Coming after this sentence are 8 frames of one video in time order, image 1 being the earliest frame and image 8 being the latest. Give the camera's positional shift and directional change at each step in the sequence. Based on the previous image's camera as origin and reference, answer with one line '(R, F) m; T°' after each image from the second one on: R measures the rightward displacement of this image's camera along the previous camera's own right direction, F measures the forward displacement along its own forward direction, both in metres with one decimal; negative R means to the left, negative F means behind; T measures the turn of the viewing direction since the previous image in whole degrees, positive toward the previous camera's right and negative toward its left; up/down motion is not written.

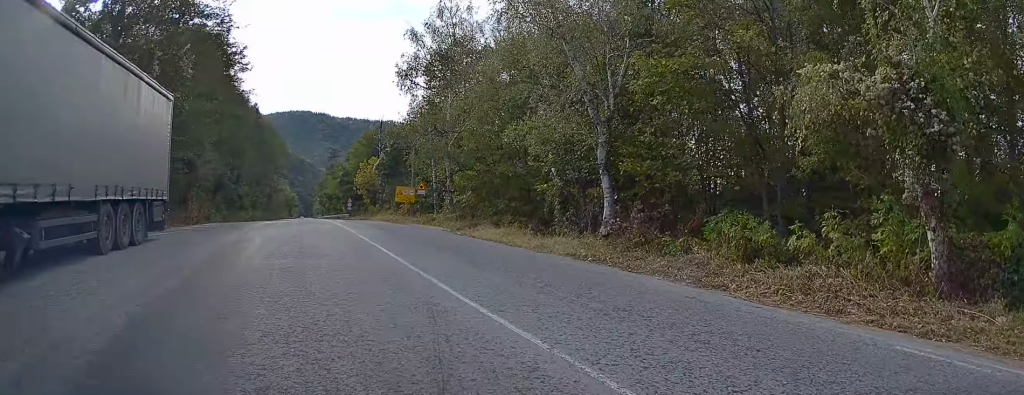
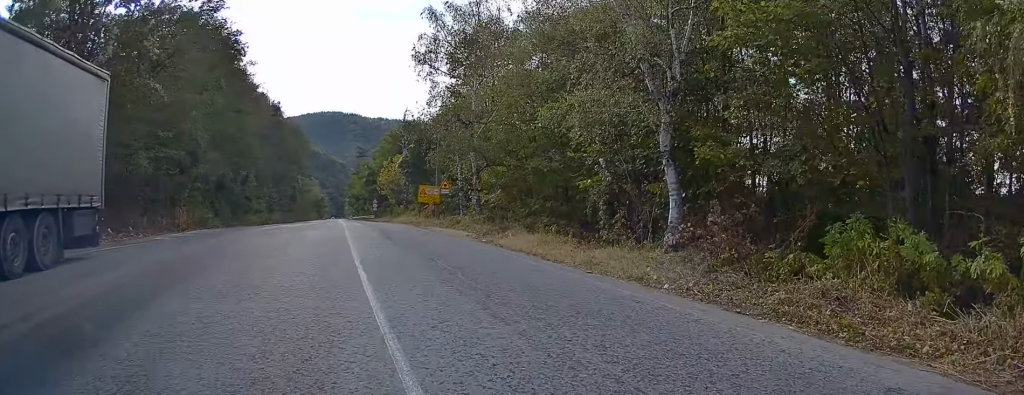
(-0.5, +4.8) m; -9°
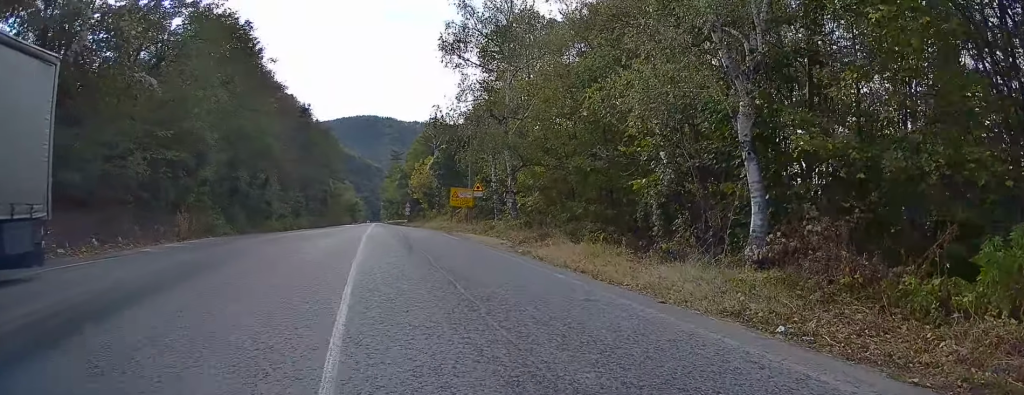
(-0.2, +3.2) m; -3°
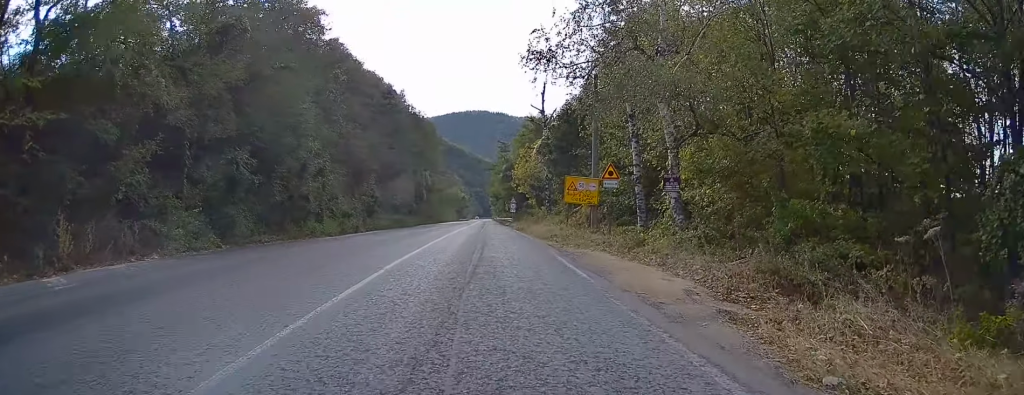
(-0.3, +12.5) m; -5°
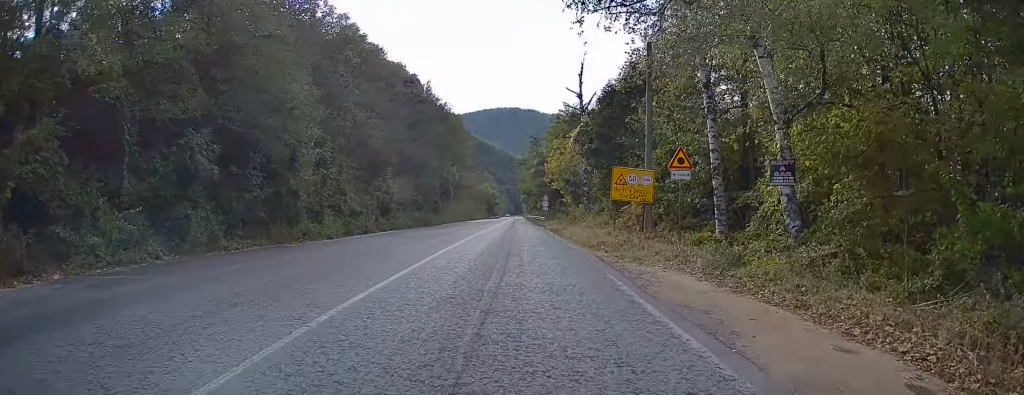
(-0.1, +5.1) m; -5°
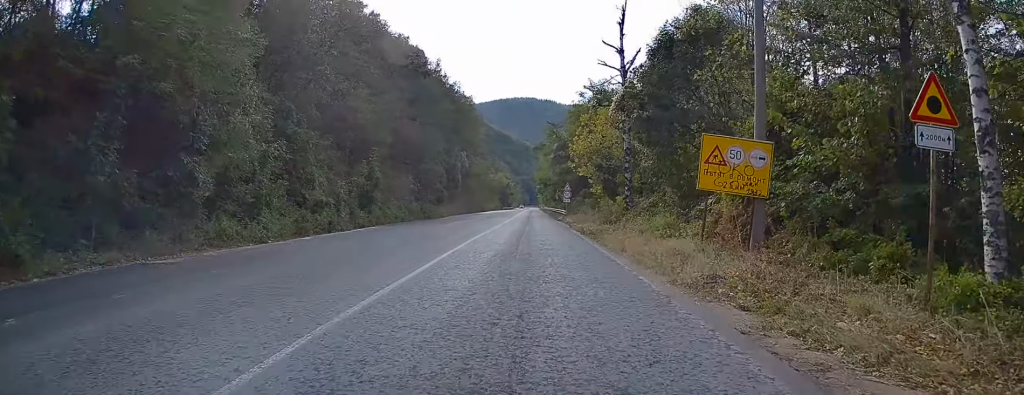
(-0.5, +9.1) m; -3°
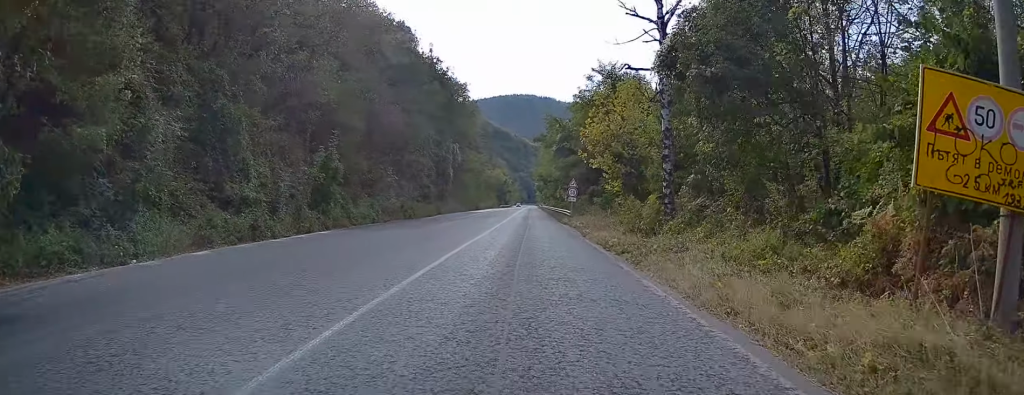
(0.0, +8.0) m; 0°
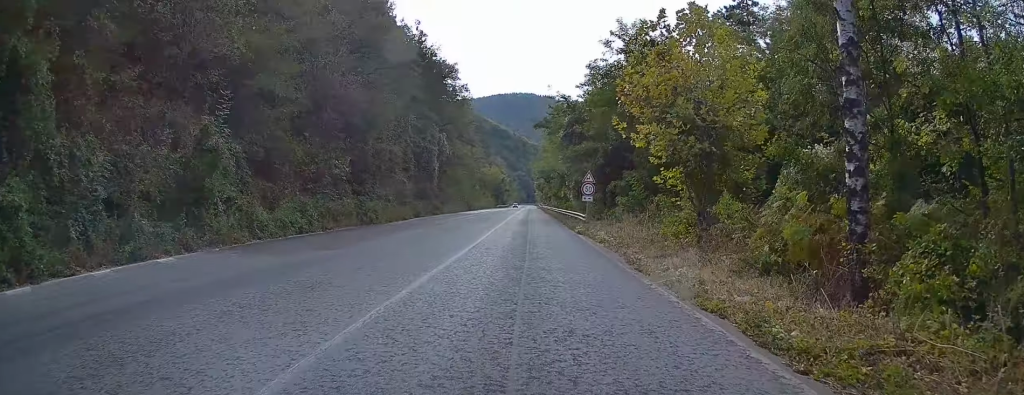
(0.0, +12.3) m; +2°
